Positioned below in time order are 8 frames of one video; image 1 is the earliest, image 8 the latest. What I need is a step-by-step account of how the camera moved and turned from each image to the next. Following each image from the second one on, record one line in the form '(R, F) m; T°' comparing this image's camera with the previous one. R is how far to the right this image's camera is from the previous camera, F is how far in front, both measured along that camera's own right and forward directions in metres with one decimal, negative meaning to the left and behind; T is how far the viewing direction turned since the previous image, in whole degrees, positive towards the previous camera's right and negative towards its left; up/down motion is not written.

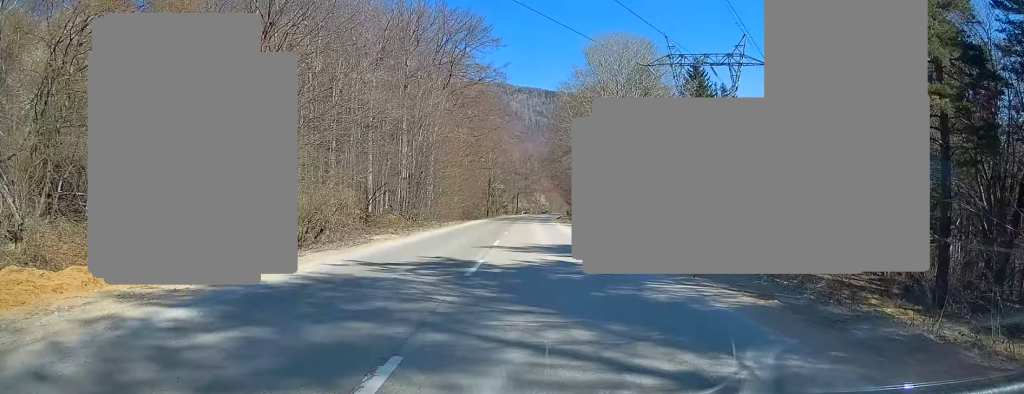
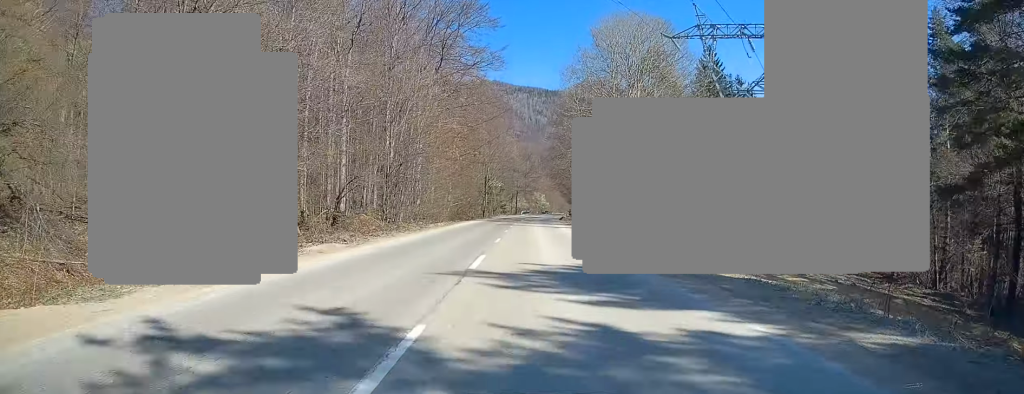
(0.0, +7.9) m; 0°
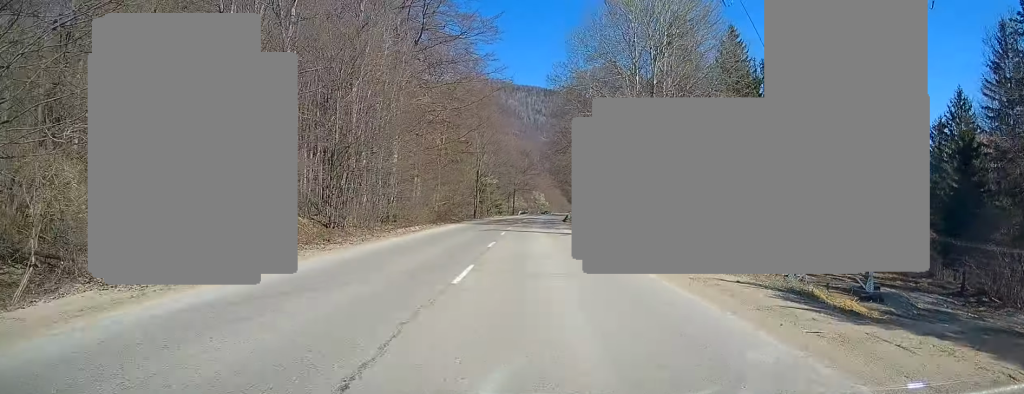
(0.0, +11.6) m; 0°
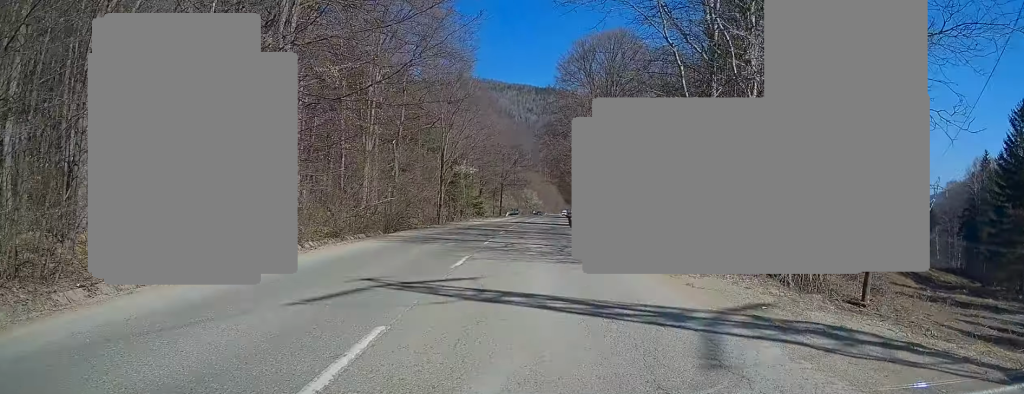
(+0.3, +24.9) m; +1°
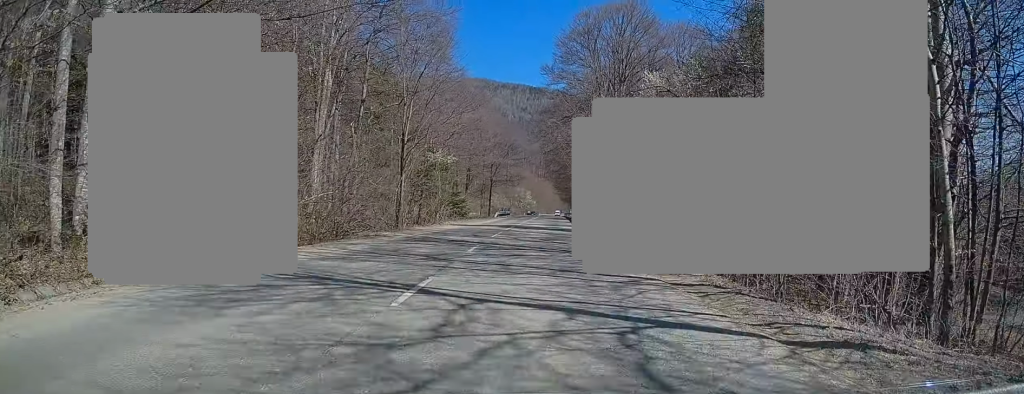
(+0.1, +13.8) m; 0°
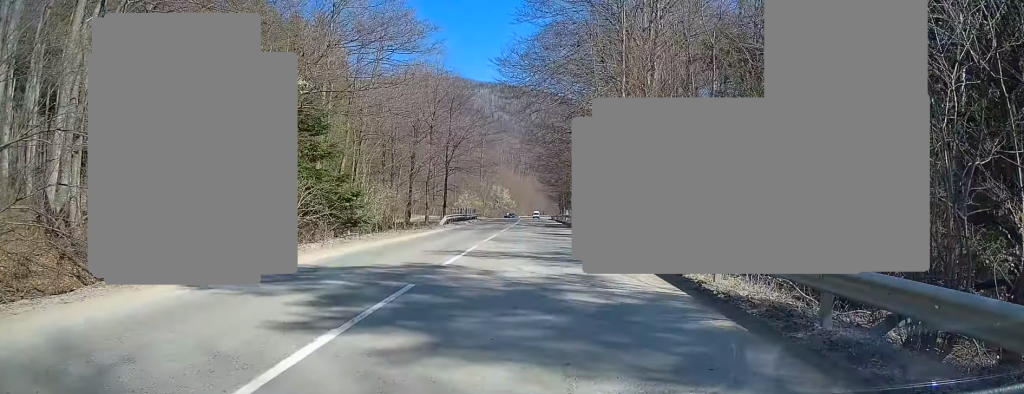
(+0.2, +31.8) m; +1°
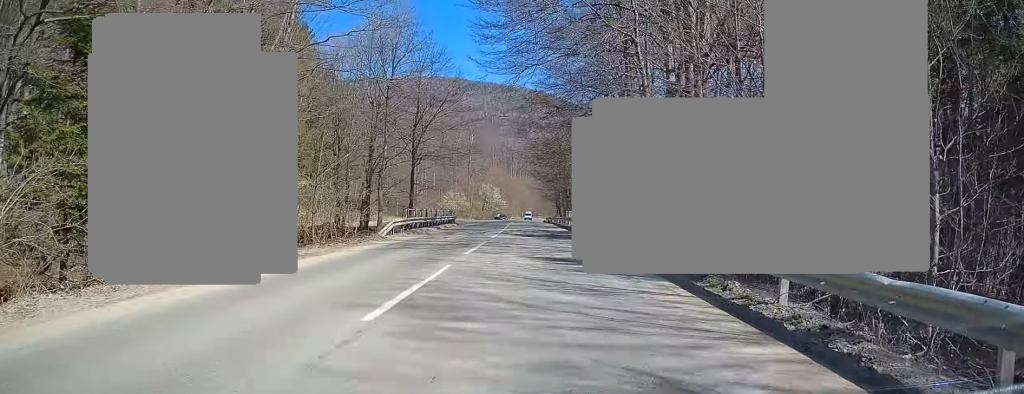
(0.0, +14.7) m; +1°
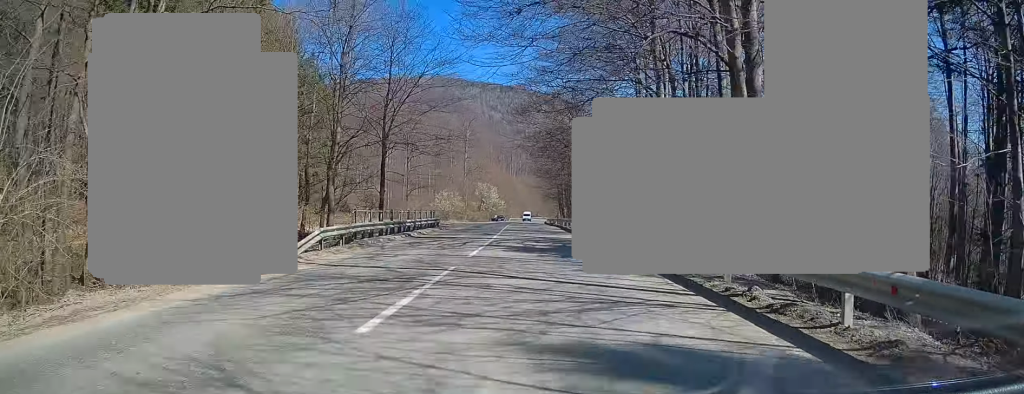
(0.0, +9.6) m; +1°
